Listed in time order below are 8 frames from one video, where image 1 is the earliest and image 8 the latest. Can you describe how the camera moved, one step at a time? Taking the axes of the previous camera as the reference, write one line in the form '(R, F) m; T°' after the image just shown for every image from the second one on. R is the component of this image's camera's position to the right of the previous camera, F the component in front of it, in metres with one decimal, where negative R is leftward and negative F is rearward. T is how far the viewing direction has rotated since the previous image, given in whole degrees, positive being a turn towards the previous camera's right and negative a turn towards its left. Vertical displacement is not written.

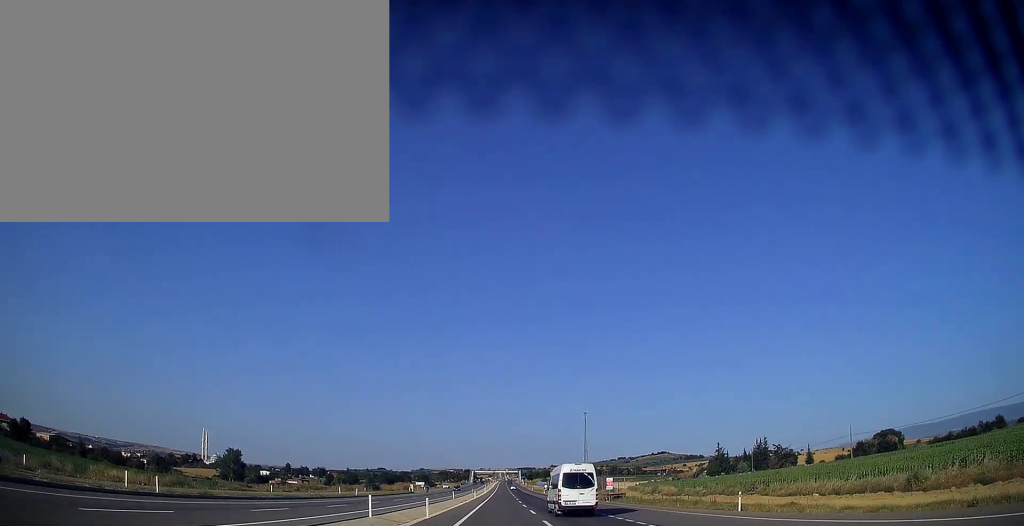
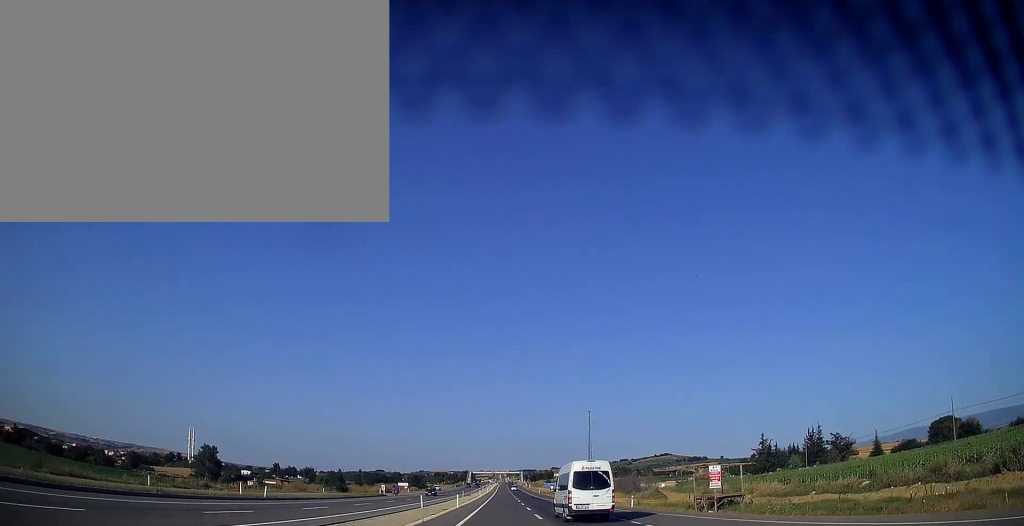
(0.0, +30.3) m; 0°
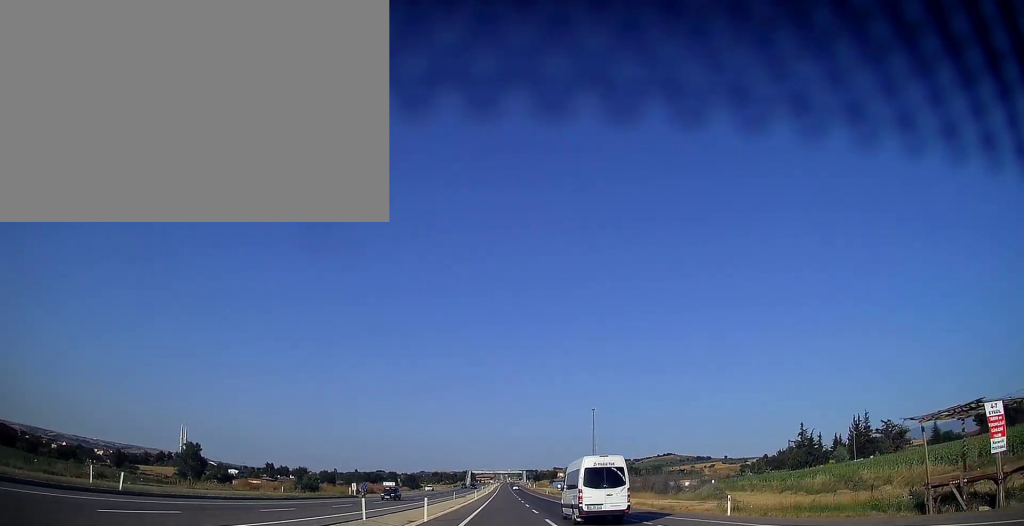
(+0.1, +19.5) m; 0°
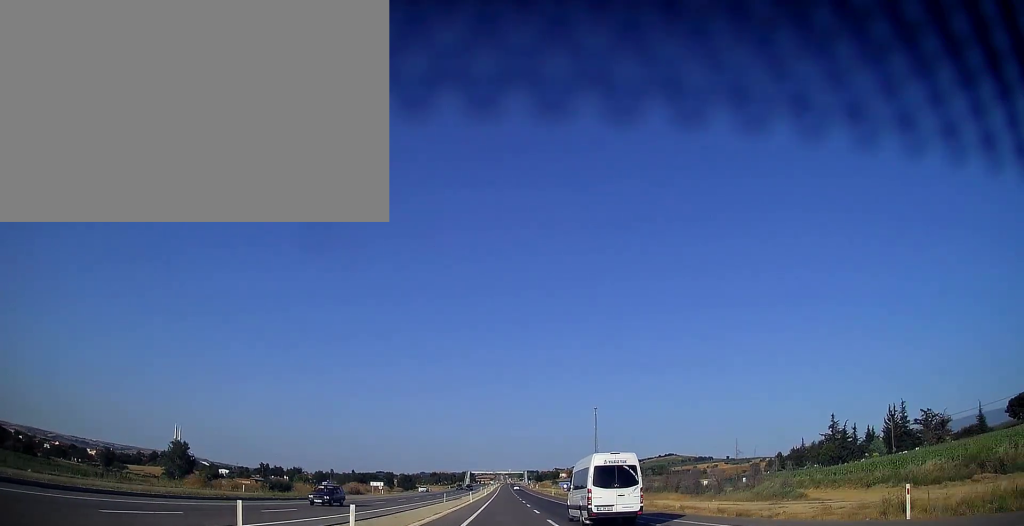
(-0.1, +11.7) m; 0°
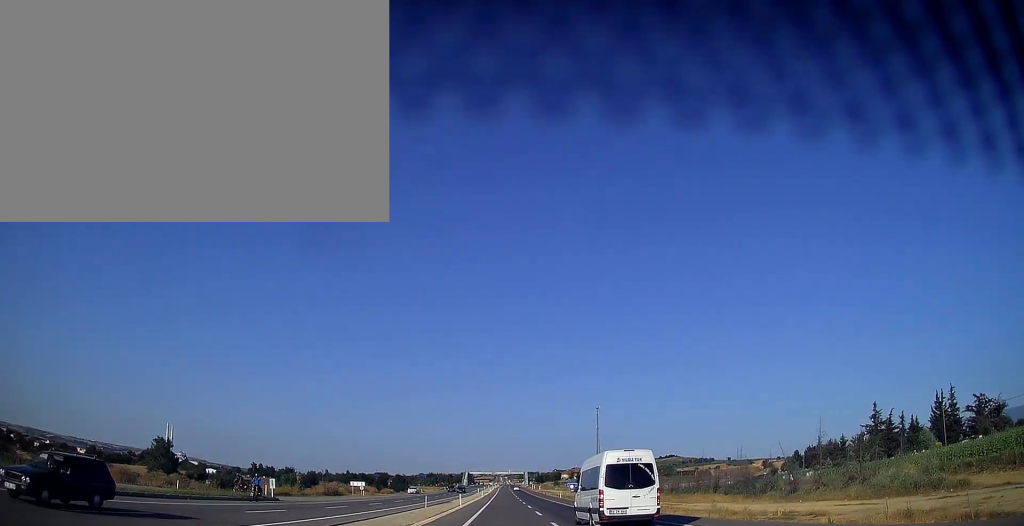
(-0.1, +15.6) m; 0°
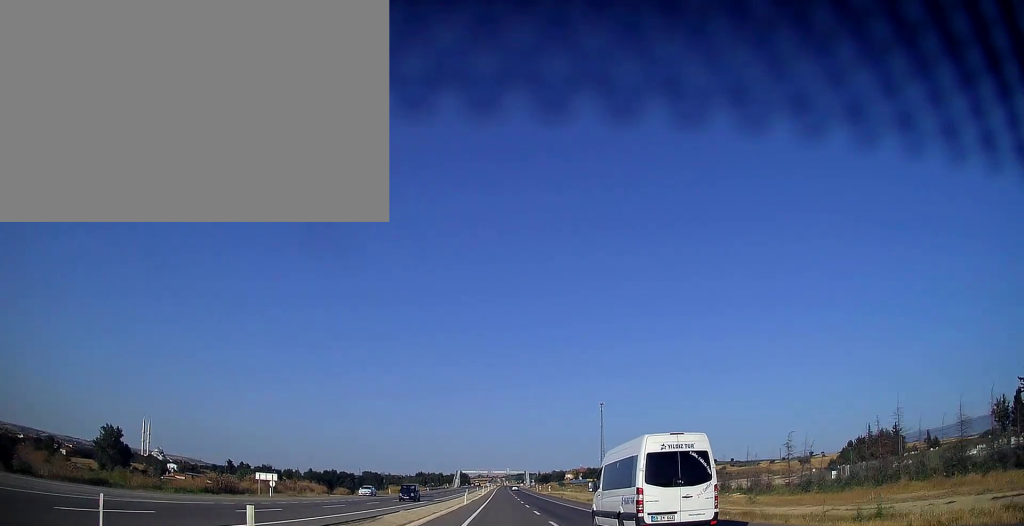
(+0.3, +38.0) m; 0°
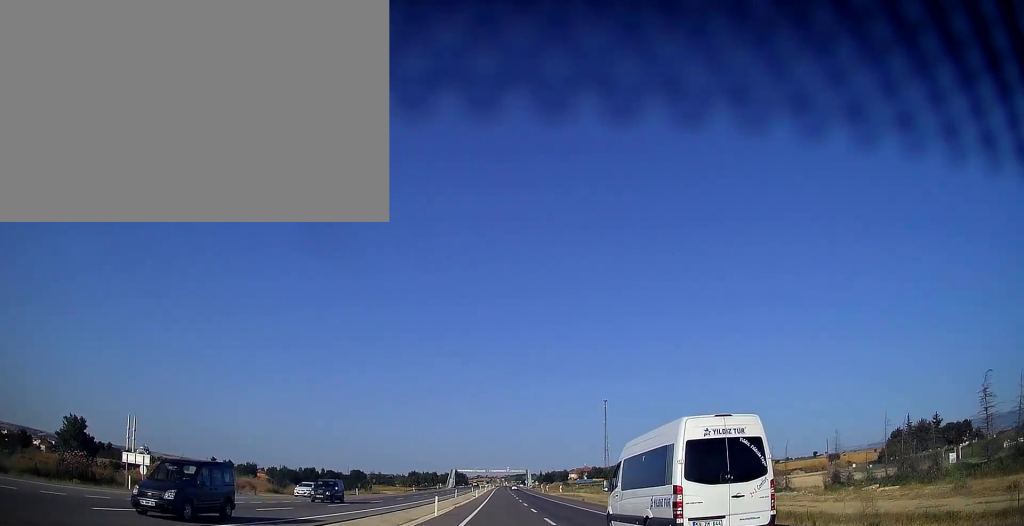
(0.0, +23.4) m; 0°
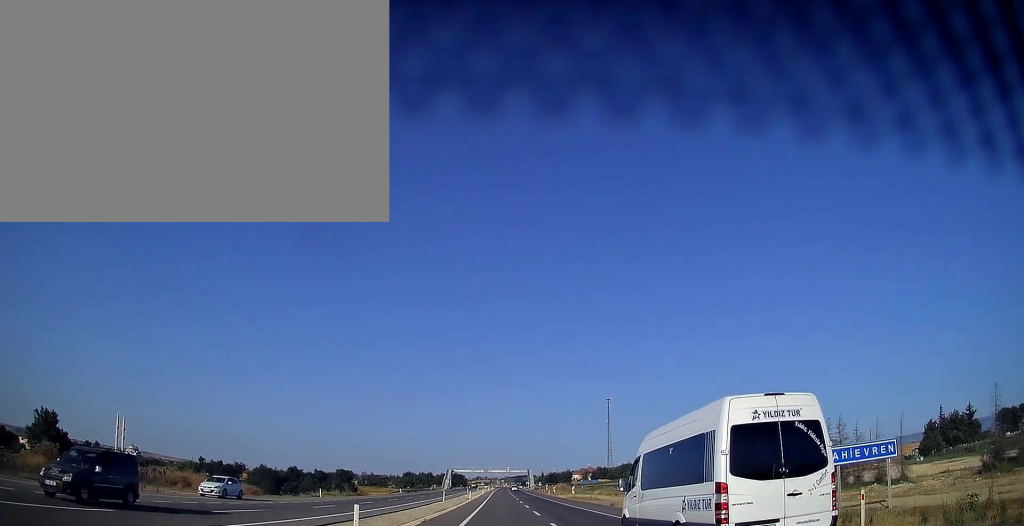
(+0.1, +15.6) m; 0°
